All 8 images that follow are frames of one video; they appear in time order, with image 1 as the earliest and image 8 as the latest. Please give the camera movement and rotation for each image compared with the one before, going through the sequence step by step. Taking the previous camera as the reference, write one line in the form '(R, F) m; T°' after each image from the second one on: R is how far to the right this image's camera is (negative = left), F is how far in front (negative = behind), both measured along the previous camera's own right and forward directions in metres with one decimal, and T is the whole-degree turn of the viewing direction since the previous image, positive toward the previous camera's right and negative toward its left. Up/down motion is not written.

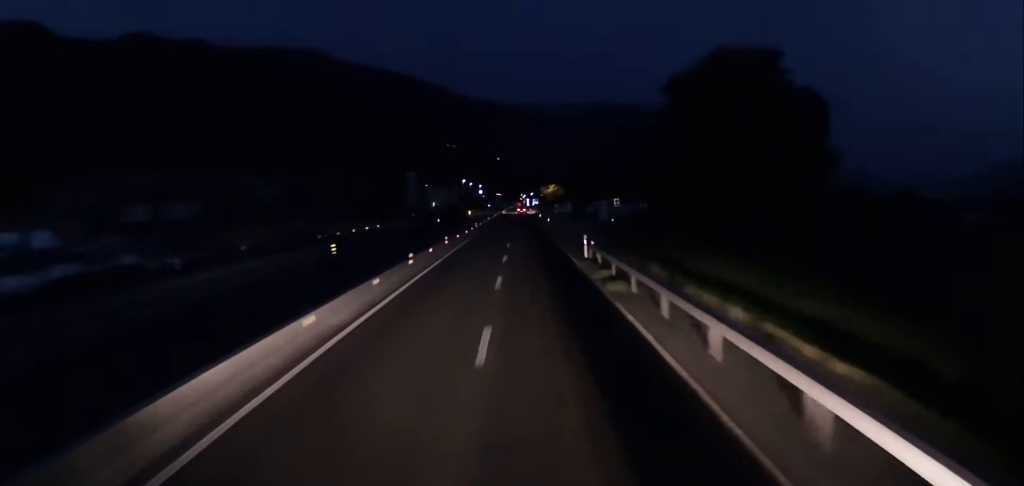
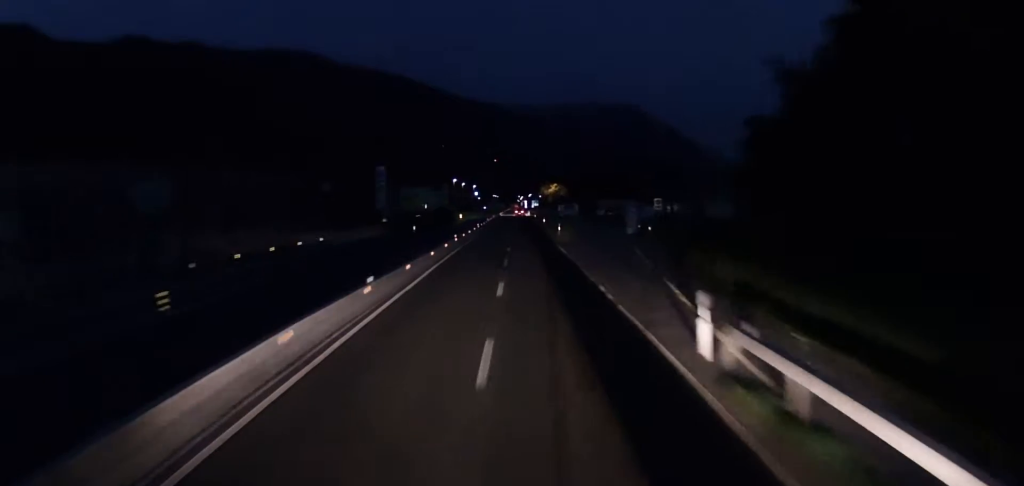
(+0.1, +18.5) m; +1°
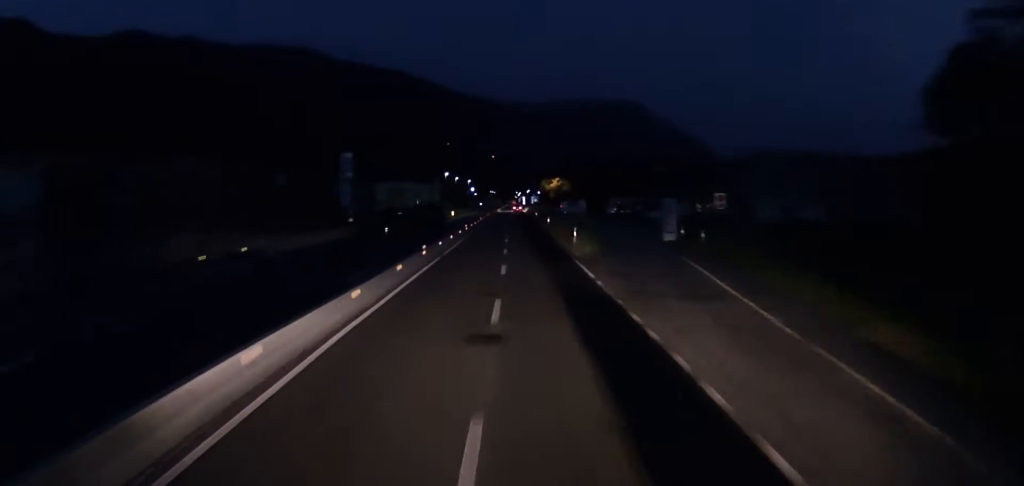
(+0.3, +13.2) m; 0°
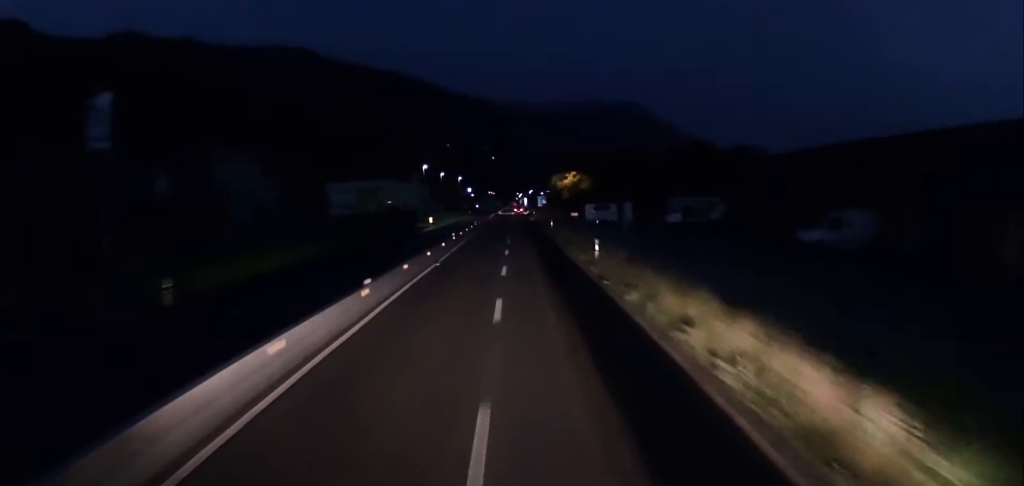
(-0.7, +34.0) m; -1°
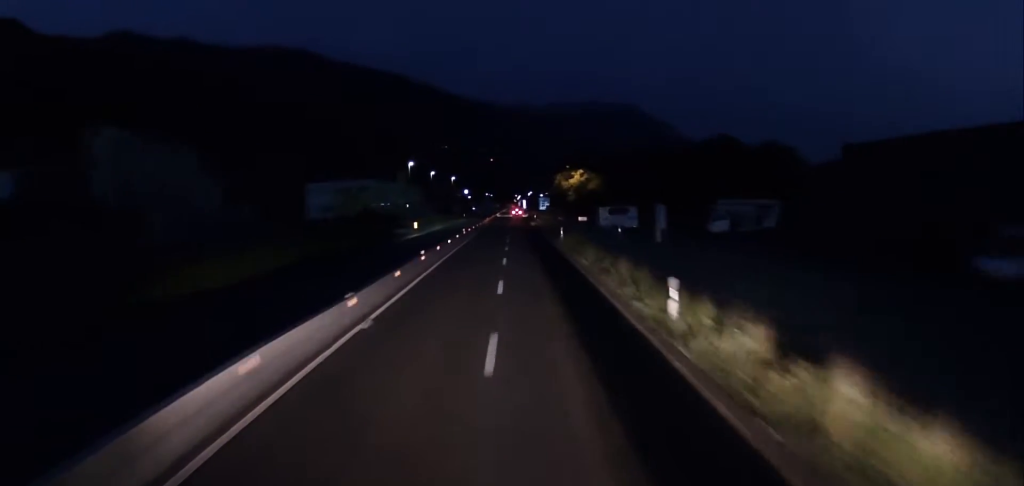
(0.0, +12.7) m; 0°
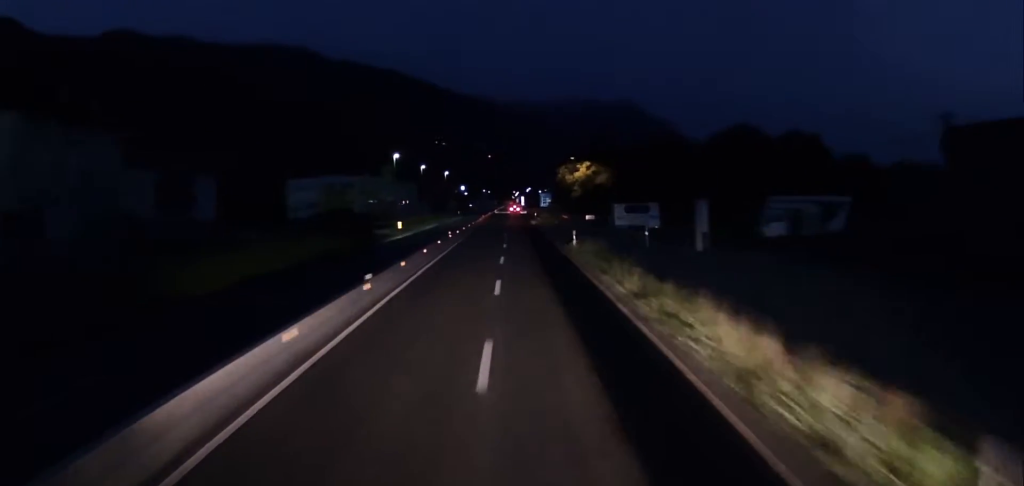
(+0.1, +9.7) m; 0°
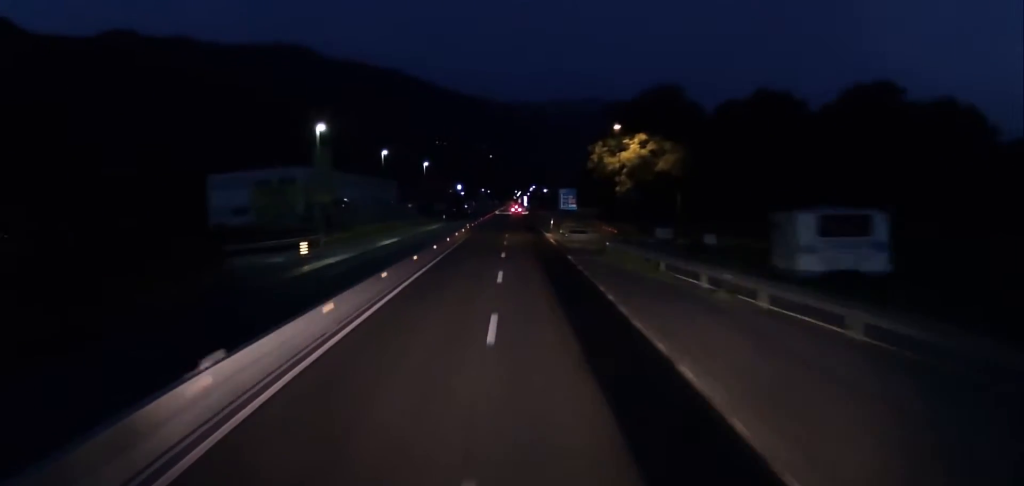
(-0.1, +32.2) m; 0°
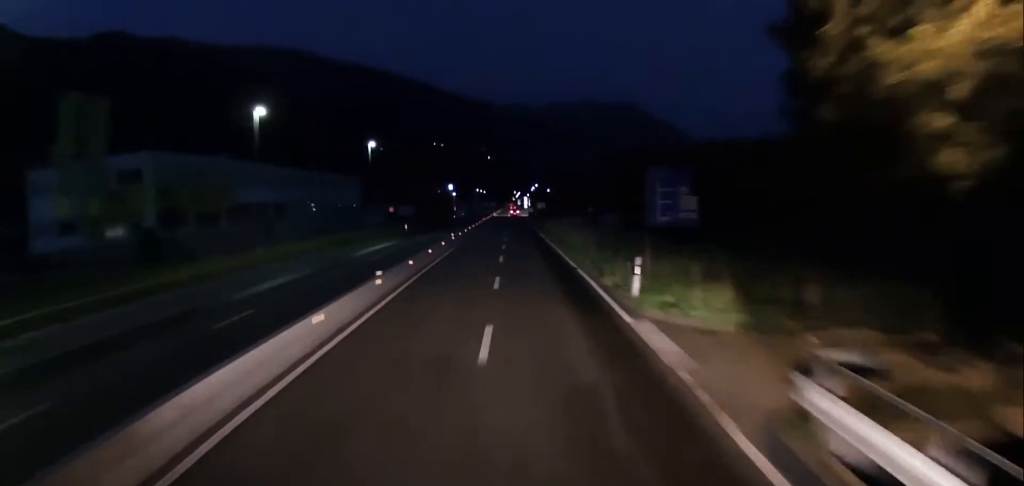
(+0.1, +35.9) m; 0°
